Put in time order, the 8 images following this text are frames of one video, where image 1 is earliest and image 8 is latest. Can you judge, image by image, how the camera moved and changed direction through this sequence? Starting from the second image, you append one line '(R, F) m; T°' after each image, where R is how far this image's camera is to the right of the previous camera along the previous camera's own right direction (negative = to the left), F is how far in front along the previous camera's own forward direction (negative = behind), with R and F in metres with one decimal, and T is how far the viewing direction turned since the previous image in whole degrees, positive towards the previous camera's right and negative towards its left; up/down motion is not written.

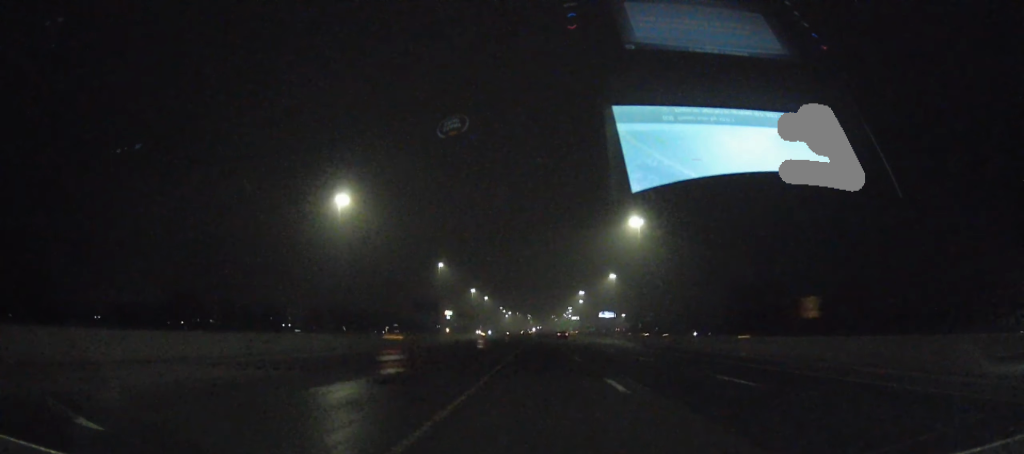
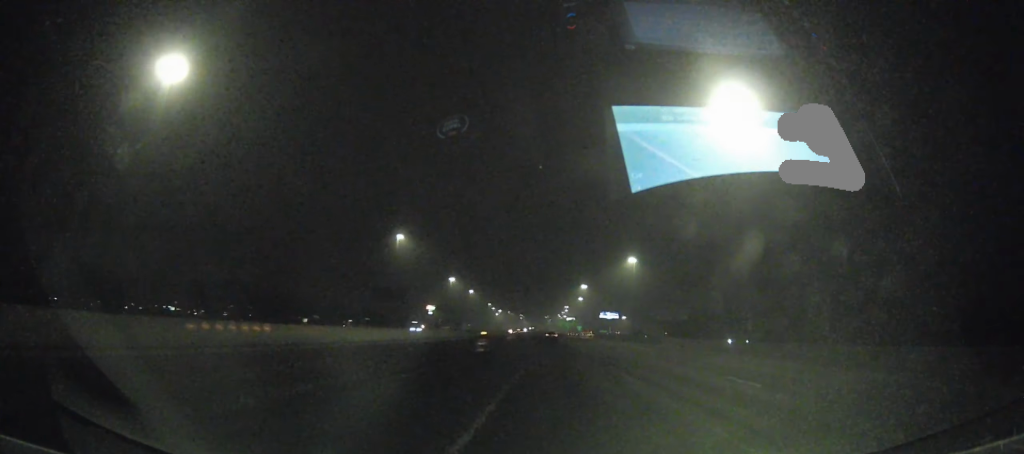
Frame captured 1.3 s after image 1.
(-0.6, +71.2) m; -1°
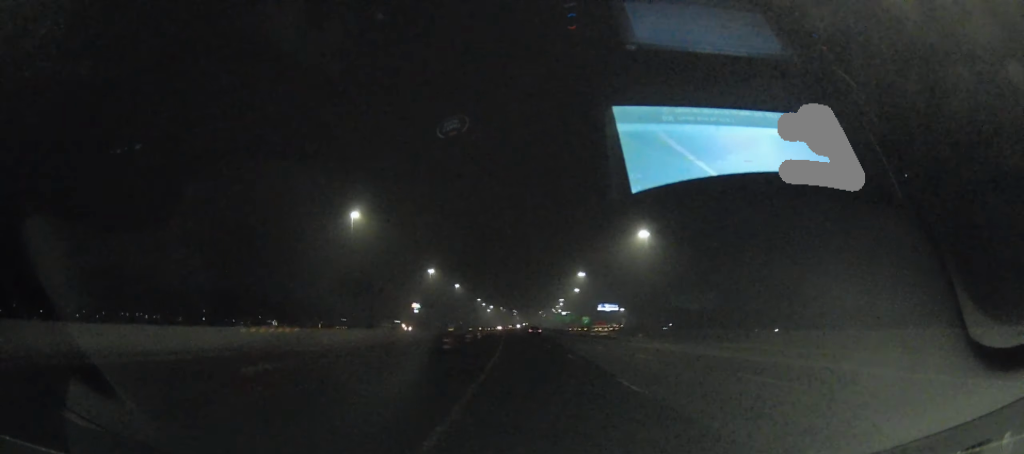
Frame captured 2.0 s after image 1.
(0.0, +40.3) m; 0°
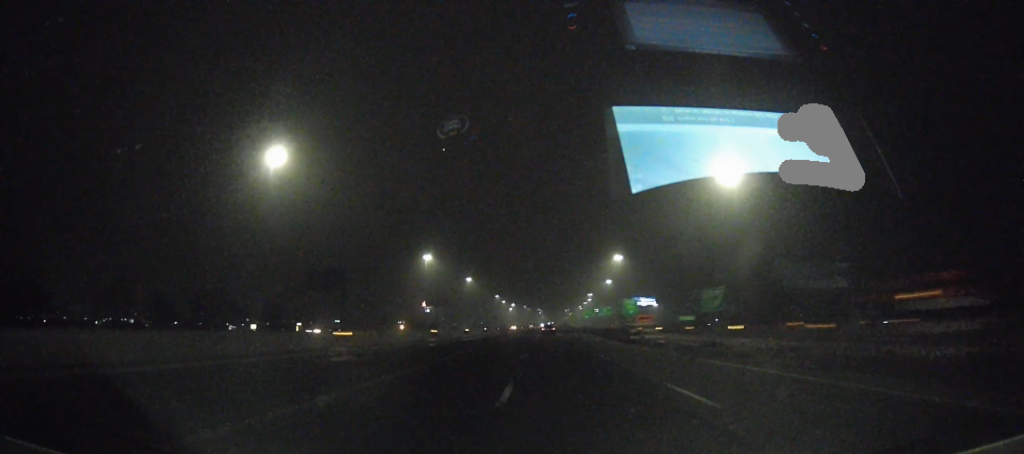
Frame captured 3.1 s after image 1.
(+0.1, +63.7) m; 0°
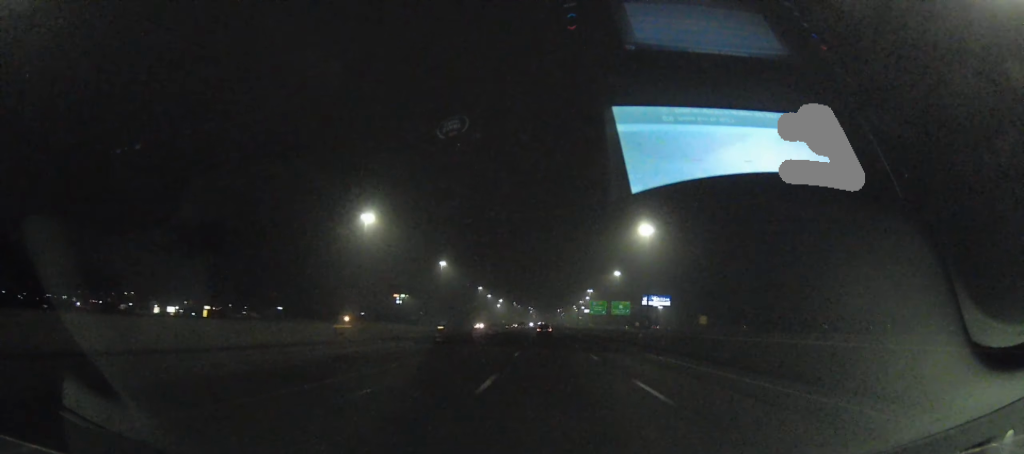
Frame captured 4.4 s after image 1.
(-0.3, +76.2) m; -1°
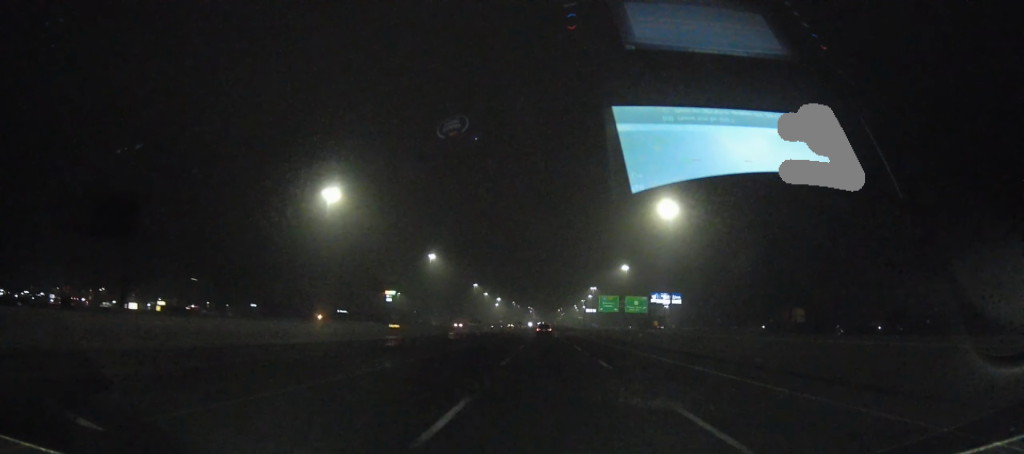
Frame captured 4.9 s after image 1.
(-0.2, +29.8) m; 0°
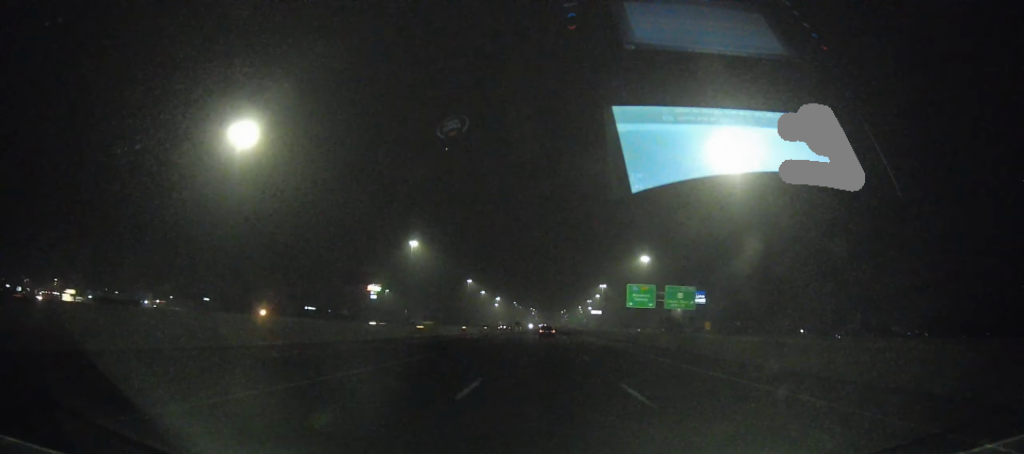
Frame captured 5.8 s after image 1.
(-0.1, +46.1) m; 0°
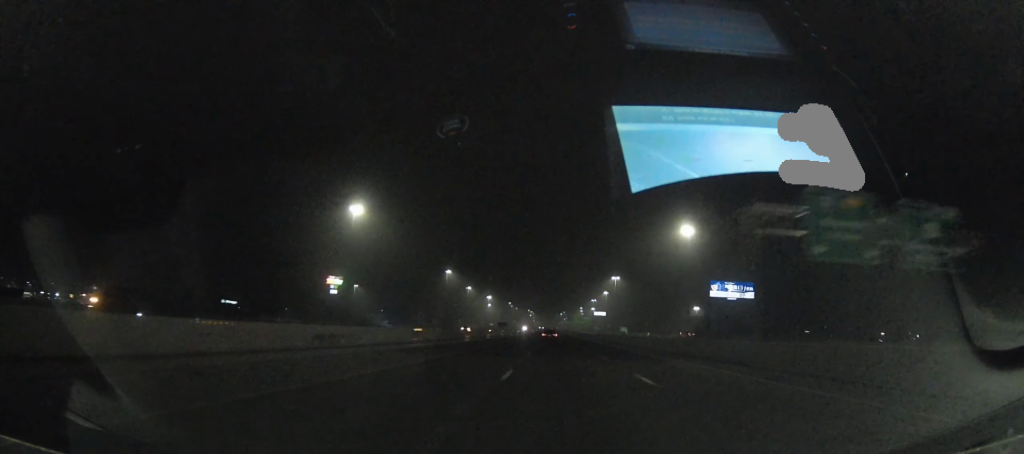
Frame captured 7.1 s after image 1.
(-0.2, +70.7) m; 0°
